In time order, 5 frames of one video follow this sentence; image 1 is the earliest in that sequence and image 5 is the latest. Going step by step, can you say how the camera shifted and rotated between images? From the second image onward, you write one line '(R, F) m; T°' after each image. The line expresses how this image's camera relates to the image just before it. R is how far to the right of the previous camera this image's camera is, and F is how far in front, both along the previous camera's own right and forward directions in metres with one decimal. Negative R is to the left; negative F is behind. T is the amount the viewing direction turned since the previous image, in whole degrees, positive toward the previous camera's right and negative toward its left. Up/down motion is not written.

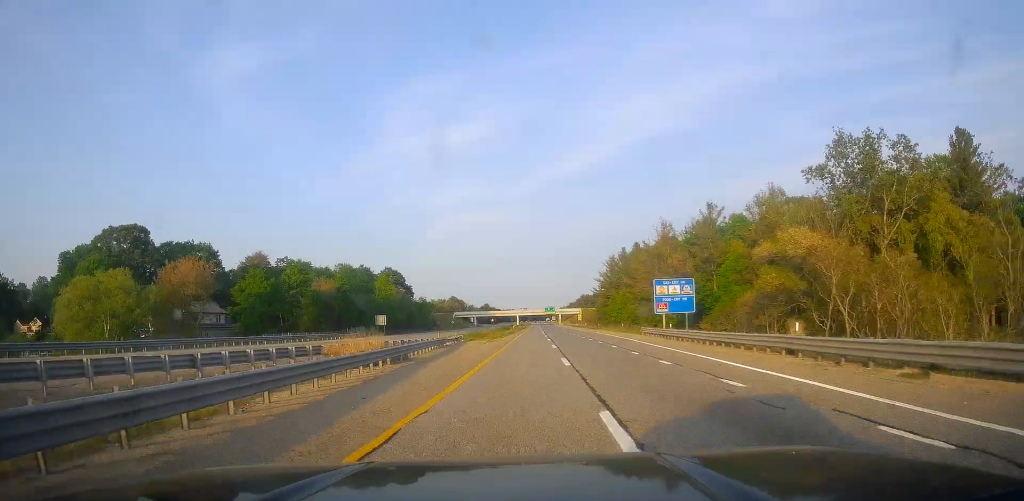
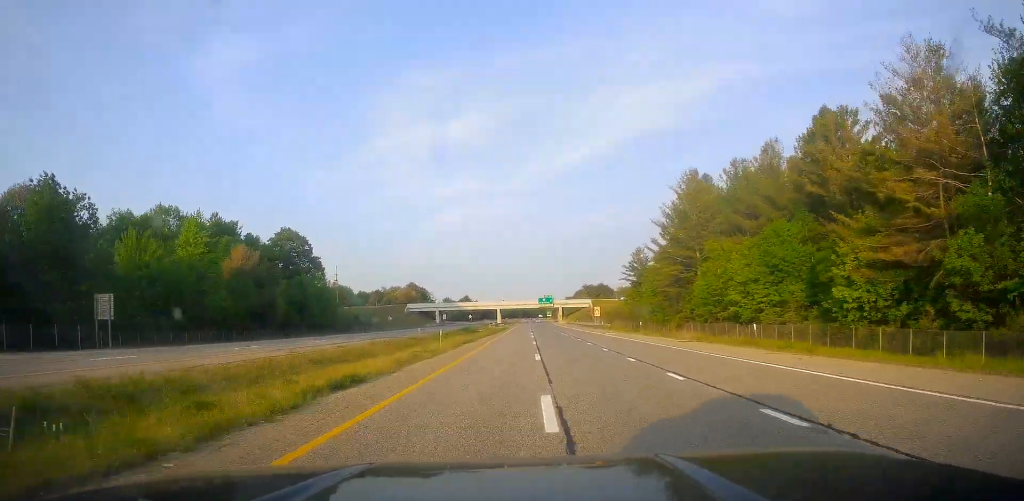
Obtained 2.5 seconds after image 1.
(+0.2, +89.0) m; 0°
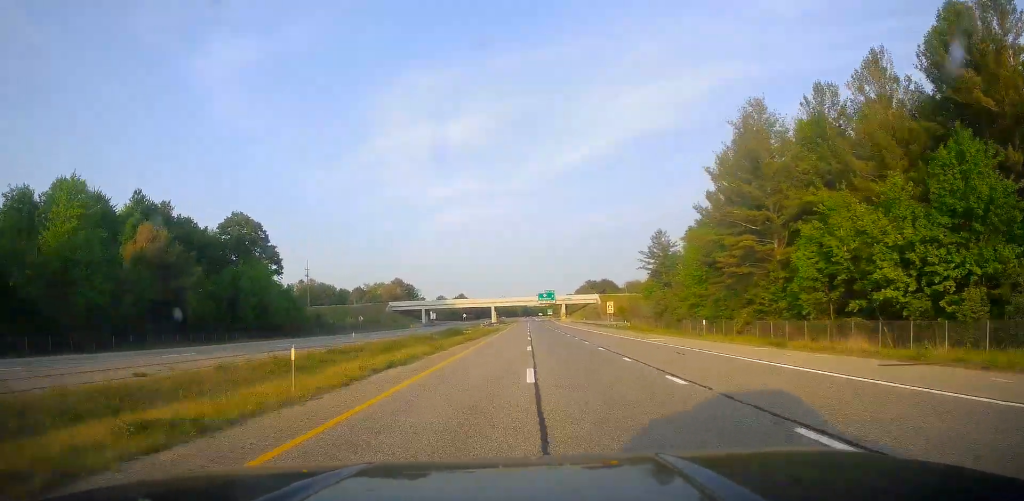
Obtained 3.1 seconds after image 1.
(+0.1, +24.0) m; 0°
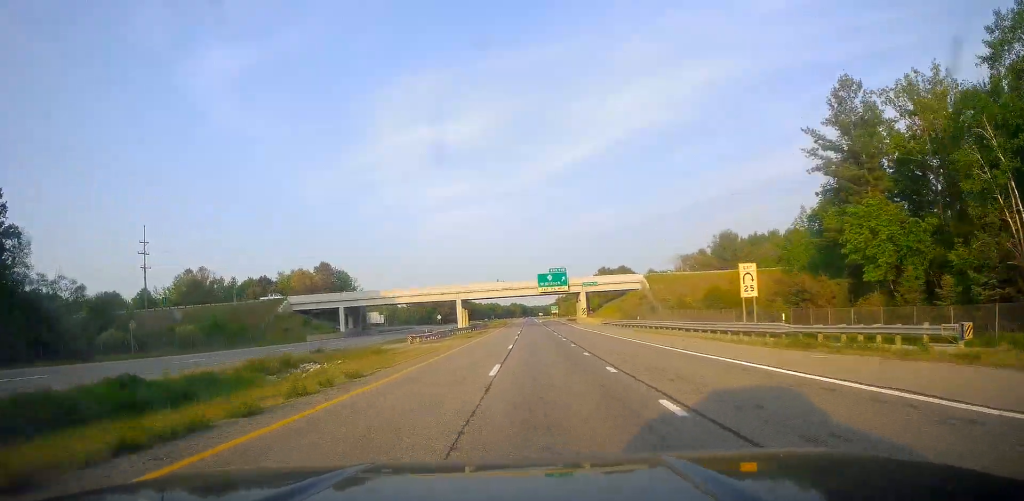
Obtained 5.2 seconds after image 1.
(+1.1, +73.3) m; +2°
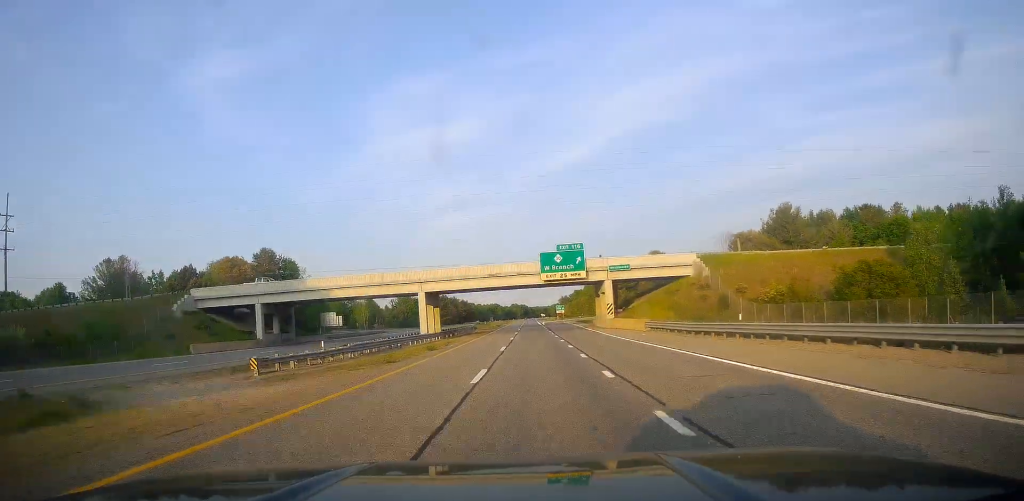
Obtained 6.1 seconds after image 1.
(-0.4, +32.4) m; -1°
